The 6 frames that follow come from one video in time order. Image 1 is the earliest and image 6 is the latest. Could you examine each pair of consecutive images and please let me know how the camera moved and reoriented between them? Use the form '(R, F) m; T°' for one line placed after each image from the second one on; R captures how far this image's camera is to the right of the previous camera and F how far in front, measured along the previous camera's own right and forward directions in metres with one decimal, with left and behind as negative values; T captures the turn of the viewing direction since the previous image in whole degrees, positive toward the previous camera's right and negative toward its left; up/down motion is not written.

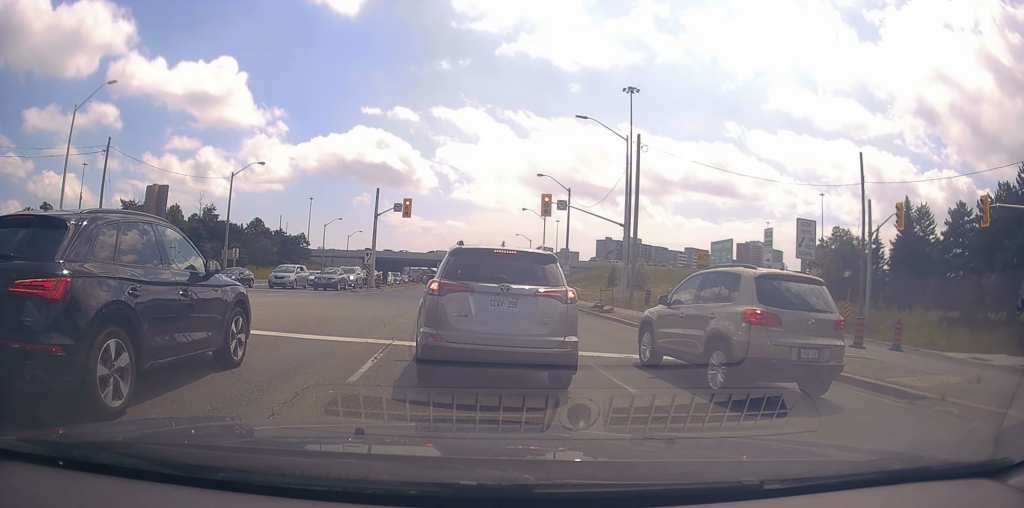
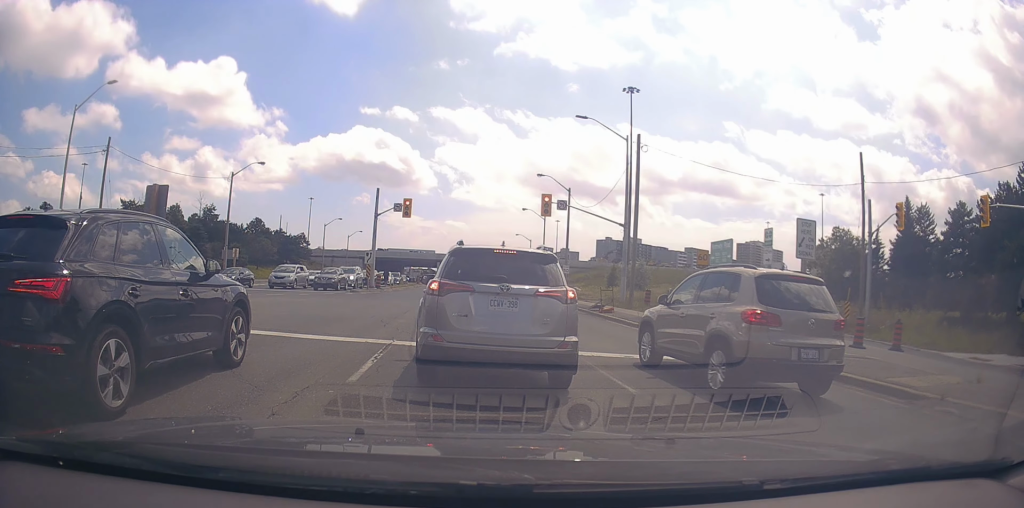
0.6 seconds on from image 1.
(0.0, 0.0) m; 0°
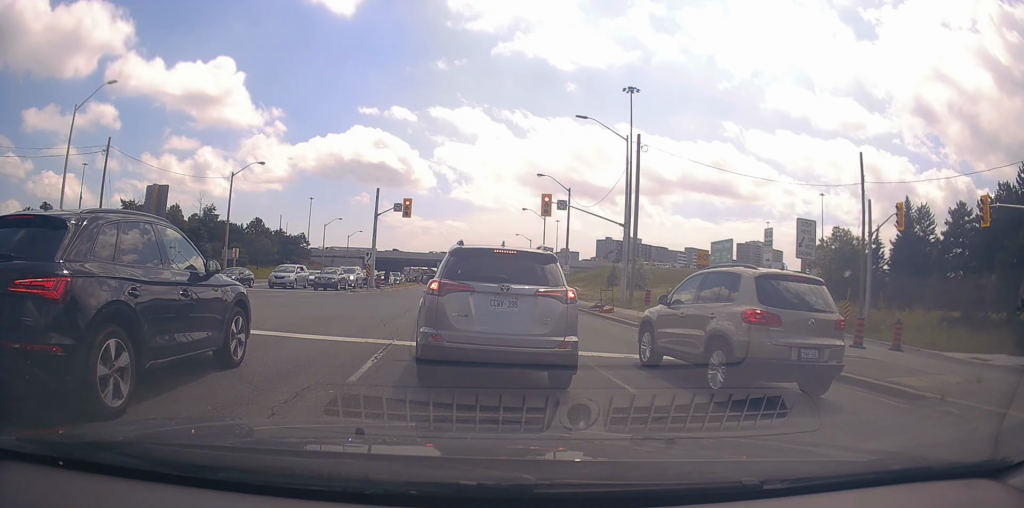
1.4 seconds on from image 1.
(0.0, 0.0) m; 0°
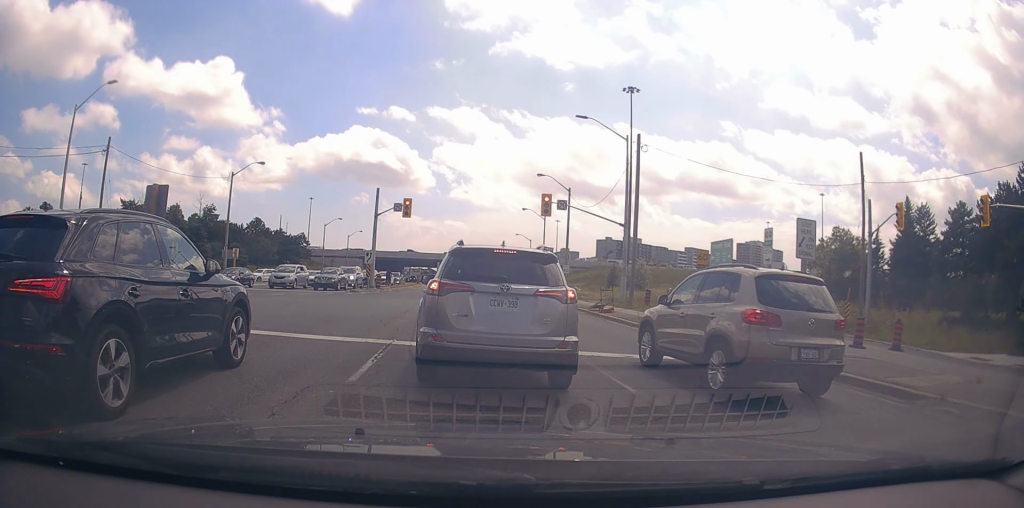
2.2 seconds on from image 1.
(0.0, 0.0) m; 0°
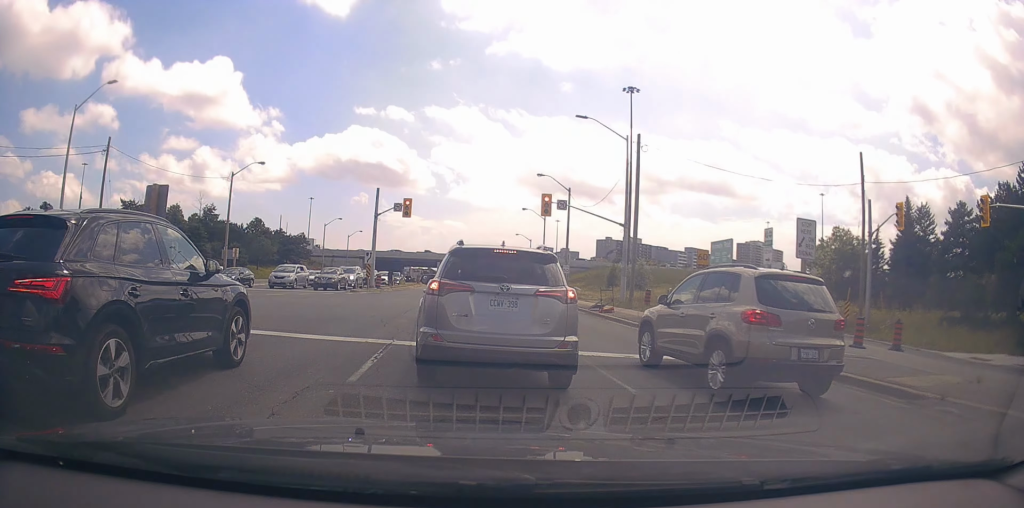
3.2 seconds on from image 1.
(0.0, 0.0) m; 0°
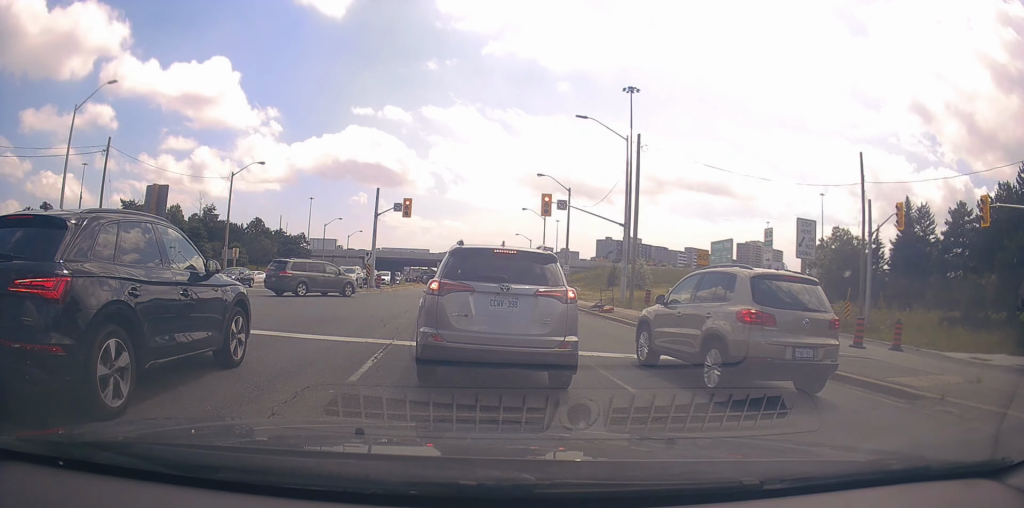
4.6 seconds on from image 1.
(0.0, 0.0) m; 0°
